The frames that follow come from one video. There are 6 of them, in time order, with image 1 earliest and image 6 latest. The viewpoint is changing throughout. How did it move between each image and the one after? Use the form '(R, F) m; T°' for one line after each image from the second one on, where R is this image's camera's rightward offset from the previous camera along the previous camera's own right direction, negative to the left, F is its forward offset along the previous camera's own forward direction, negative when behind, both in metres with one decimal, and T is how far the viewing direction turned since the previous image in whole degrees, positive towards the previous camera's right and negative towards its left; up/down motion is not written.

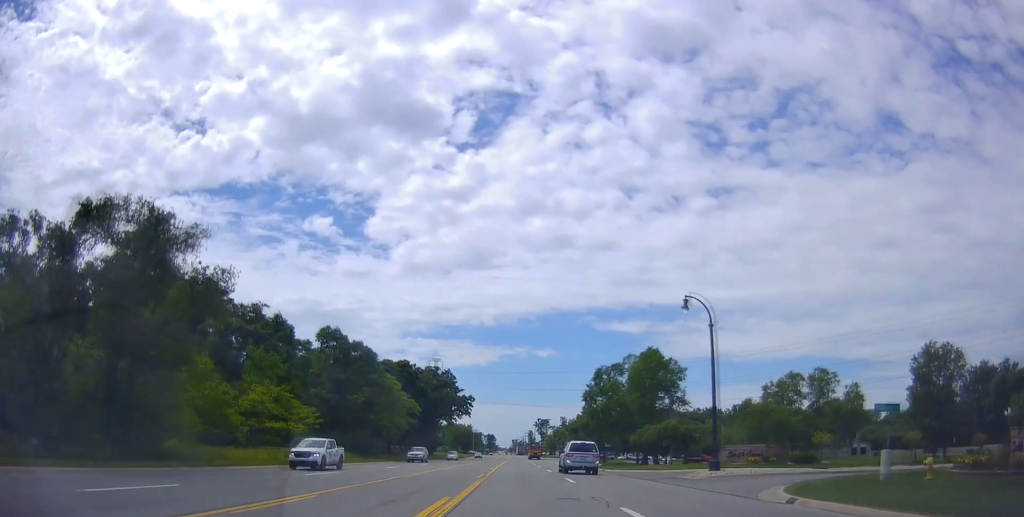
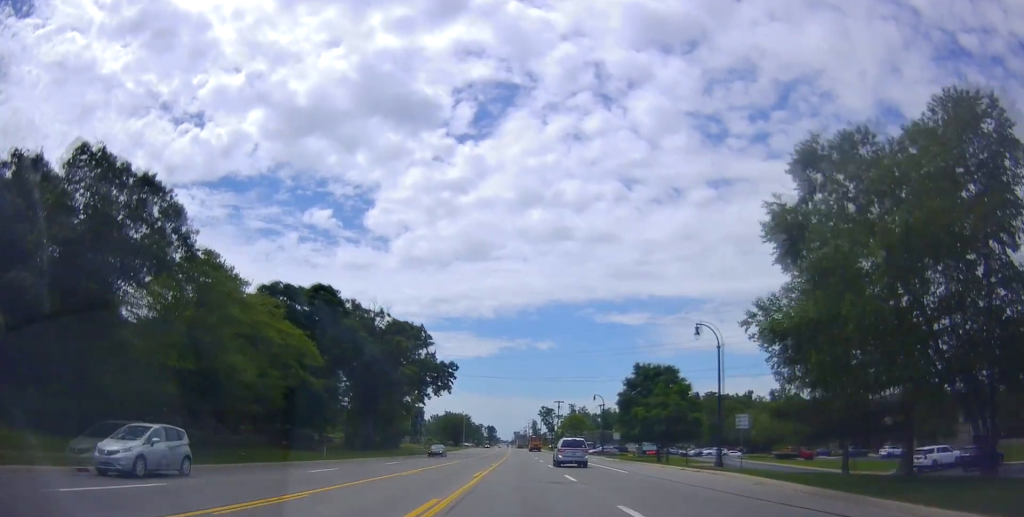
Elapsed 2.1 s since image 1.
(+0.1, +45.3) m; +1°
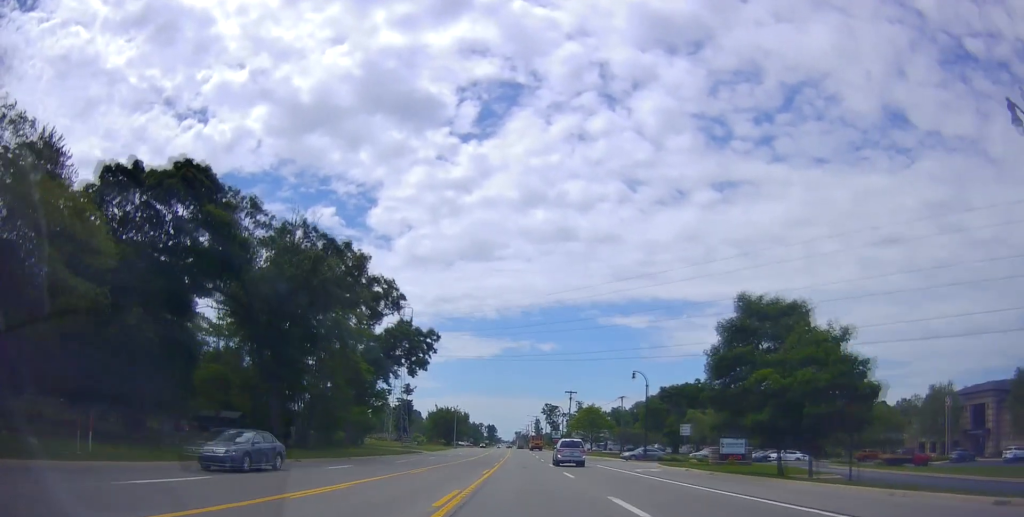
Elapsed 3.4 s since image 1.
(-0.2, +27.8) m; -2°
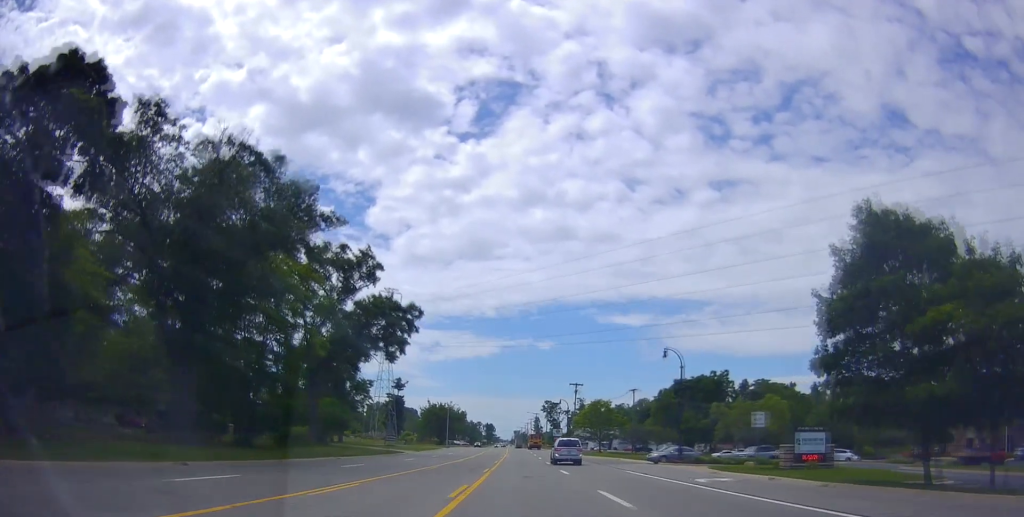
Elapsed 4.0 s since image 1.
(-0.1, +13.1) m; -1°
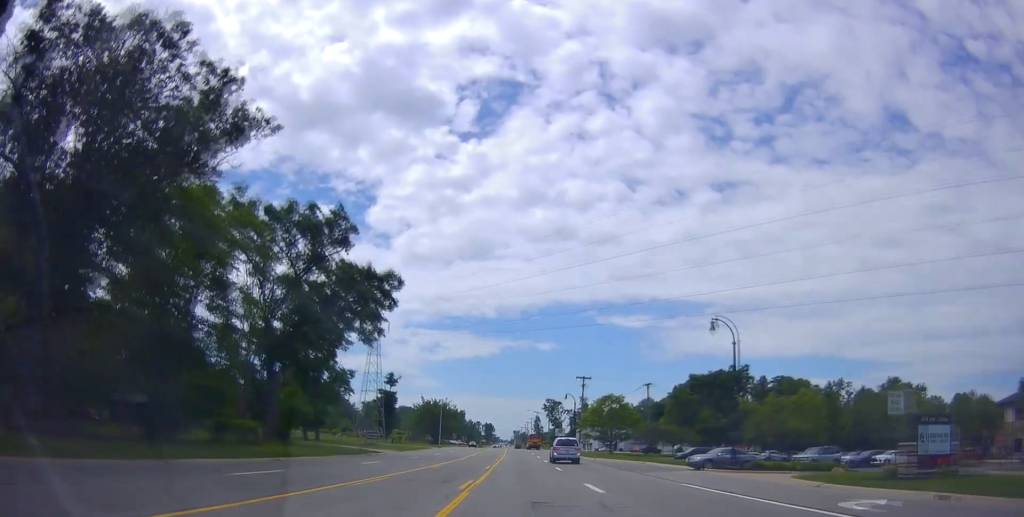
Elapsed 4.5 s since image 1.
(-0.1, +11.8) m; +1°
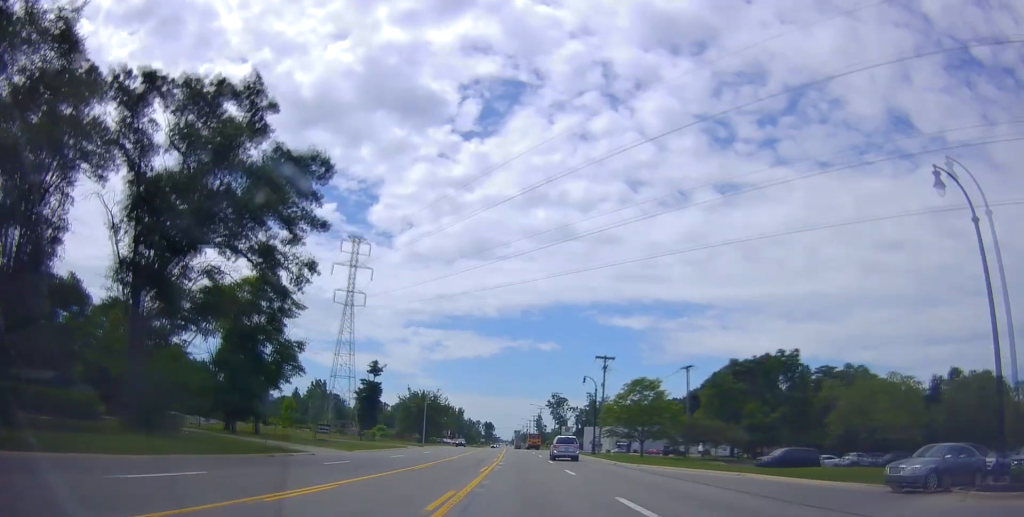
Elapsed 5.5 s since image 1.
(+0.3, +22.1) m; +1°
